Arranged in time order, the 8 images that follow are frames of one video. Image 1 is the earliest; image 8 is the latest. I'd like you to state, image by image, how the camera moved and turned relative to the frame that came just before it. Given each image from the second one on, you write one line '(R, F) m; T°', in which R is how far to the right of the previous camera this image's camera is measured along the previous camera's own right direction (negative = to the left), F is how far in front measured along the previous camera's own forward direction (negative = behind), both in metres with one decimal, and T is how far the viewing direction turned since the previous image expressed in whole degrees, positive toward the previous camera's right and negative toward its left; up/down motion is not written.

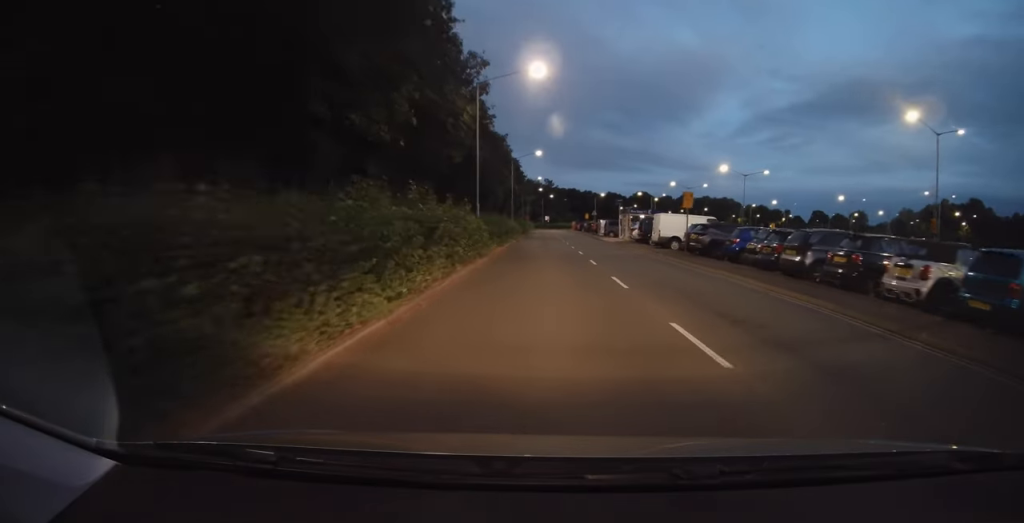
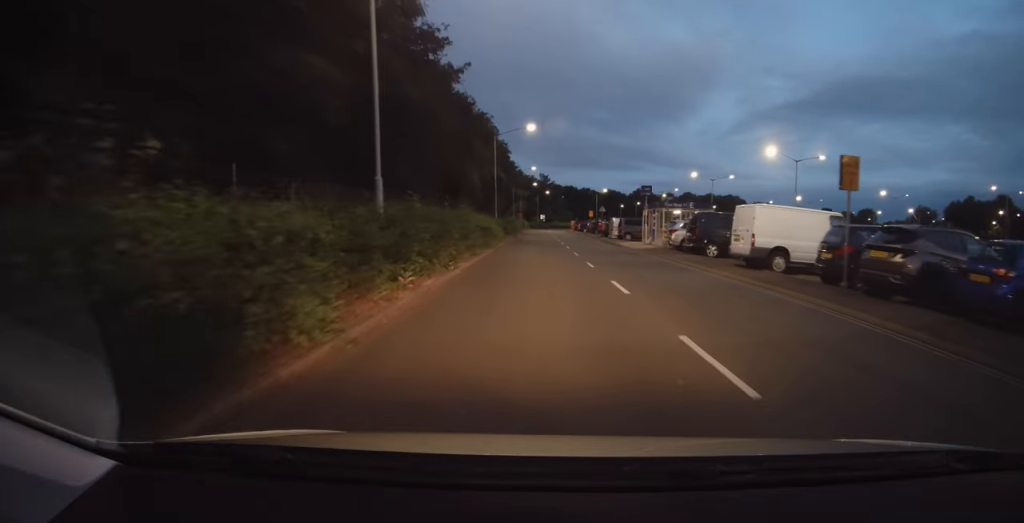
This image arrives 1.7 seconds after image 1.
(-0.6, +14.3) m; -4°
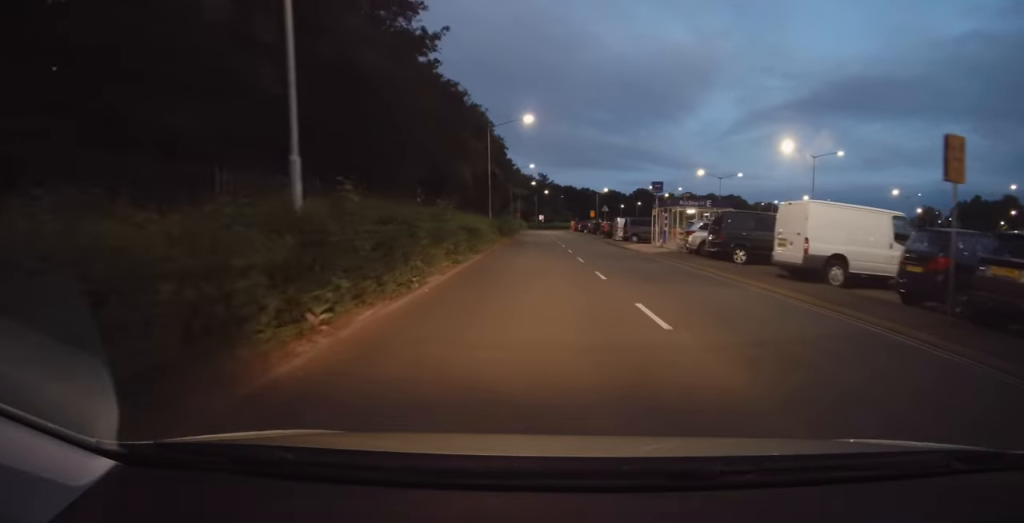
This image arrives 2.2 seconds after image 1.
(+0.1, +3.6) m; 0°
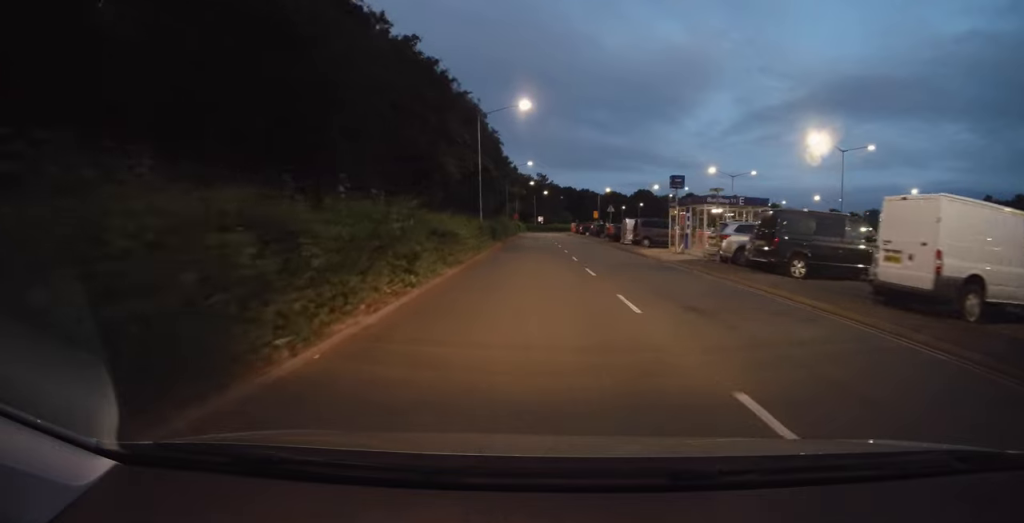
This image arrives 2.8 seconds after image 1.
(+0.2, +4.9) m; 0°
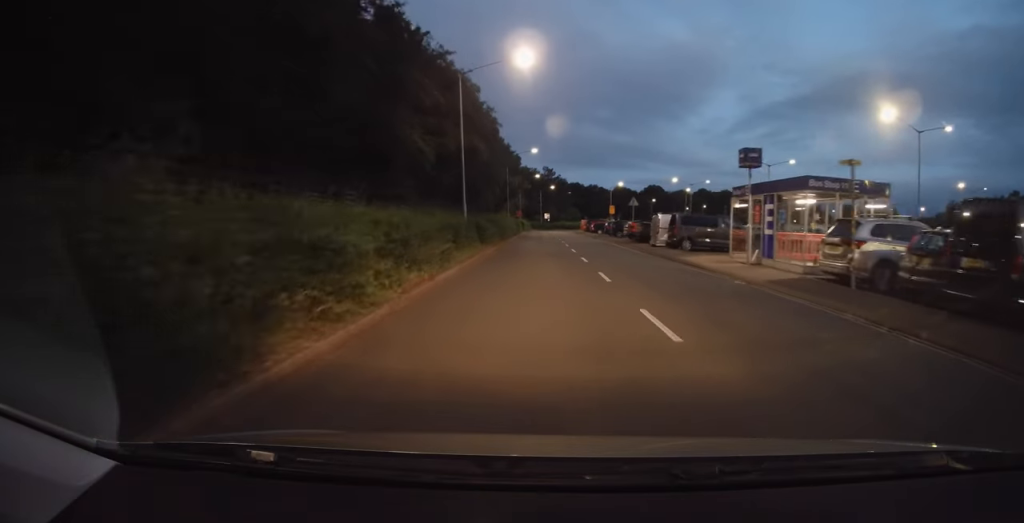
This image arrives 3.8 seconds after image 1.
(-0.3, +8.8) m; 0°
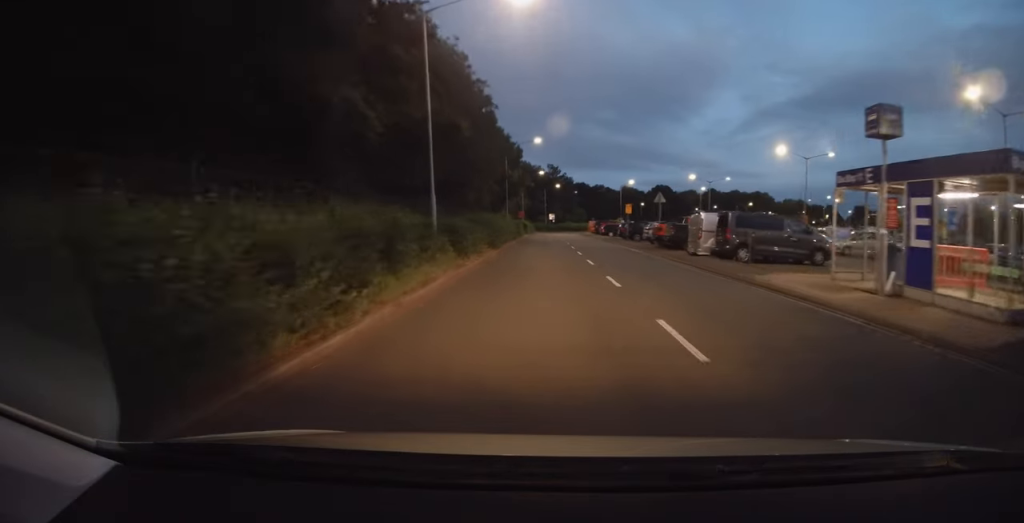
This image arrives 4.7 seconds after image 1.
(+0.3, +7.4) m; +2°
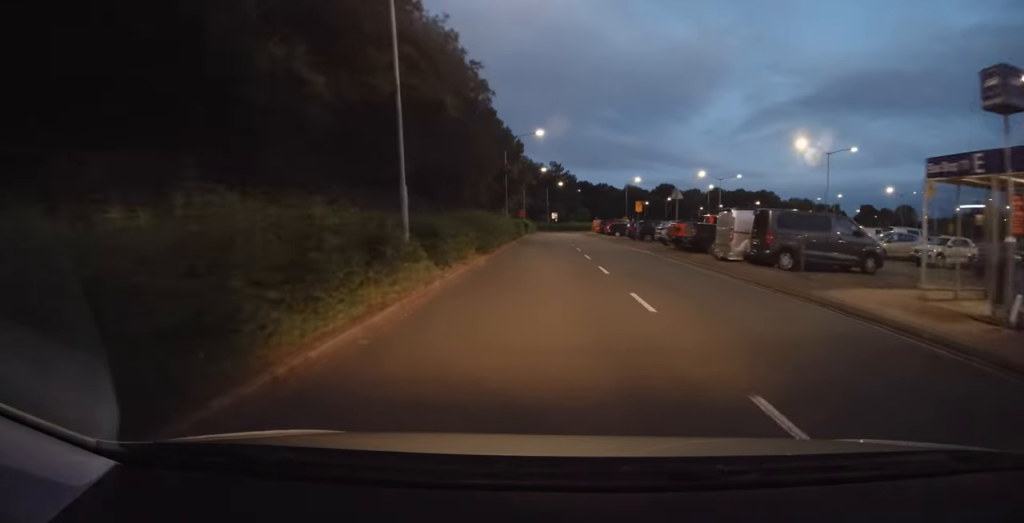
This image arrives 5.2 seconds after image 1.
(0.0, +3.6) m; -1°
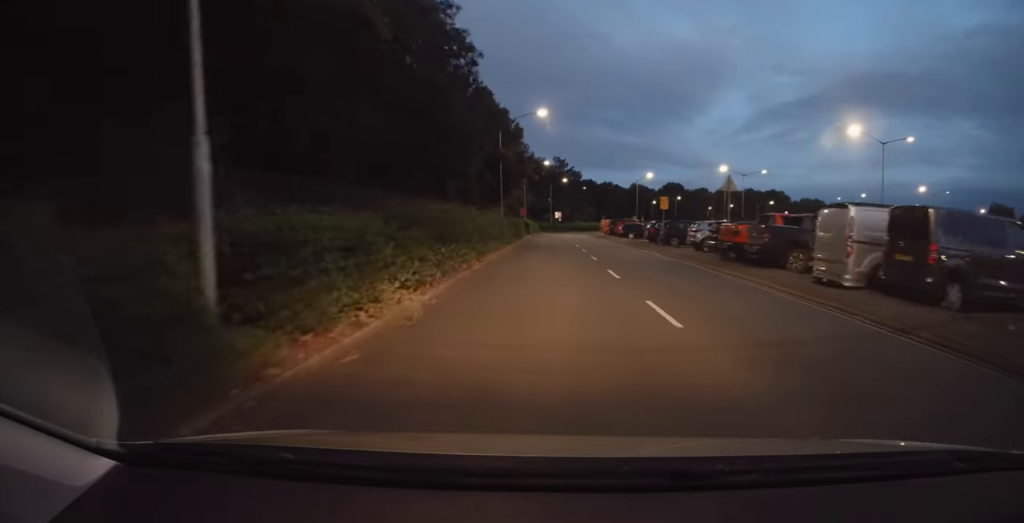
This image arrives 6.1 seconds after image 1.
(-0.1, +7.7) m; -2°
